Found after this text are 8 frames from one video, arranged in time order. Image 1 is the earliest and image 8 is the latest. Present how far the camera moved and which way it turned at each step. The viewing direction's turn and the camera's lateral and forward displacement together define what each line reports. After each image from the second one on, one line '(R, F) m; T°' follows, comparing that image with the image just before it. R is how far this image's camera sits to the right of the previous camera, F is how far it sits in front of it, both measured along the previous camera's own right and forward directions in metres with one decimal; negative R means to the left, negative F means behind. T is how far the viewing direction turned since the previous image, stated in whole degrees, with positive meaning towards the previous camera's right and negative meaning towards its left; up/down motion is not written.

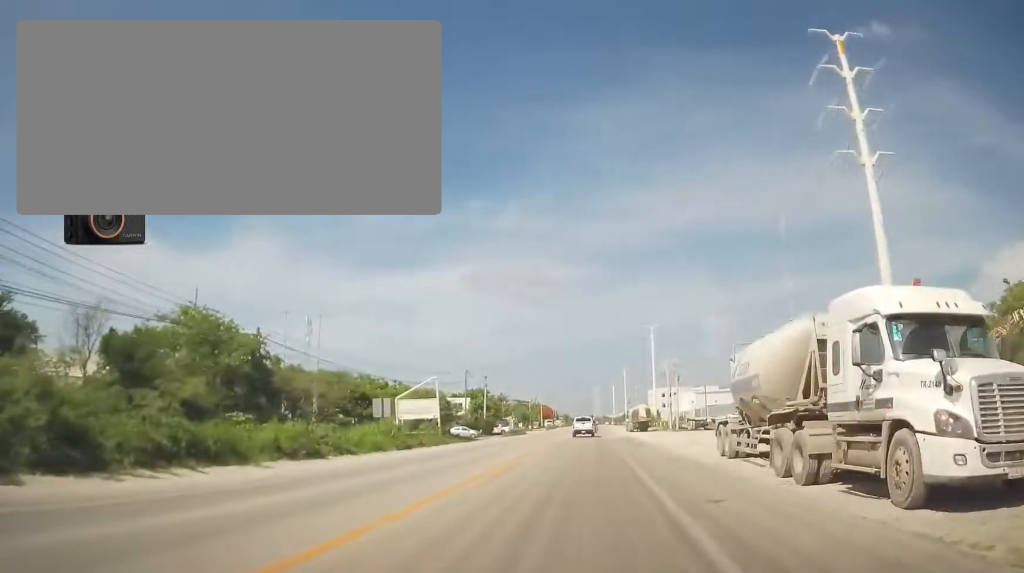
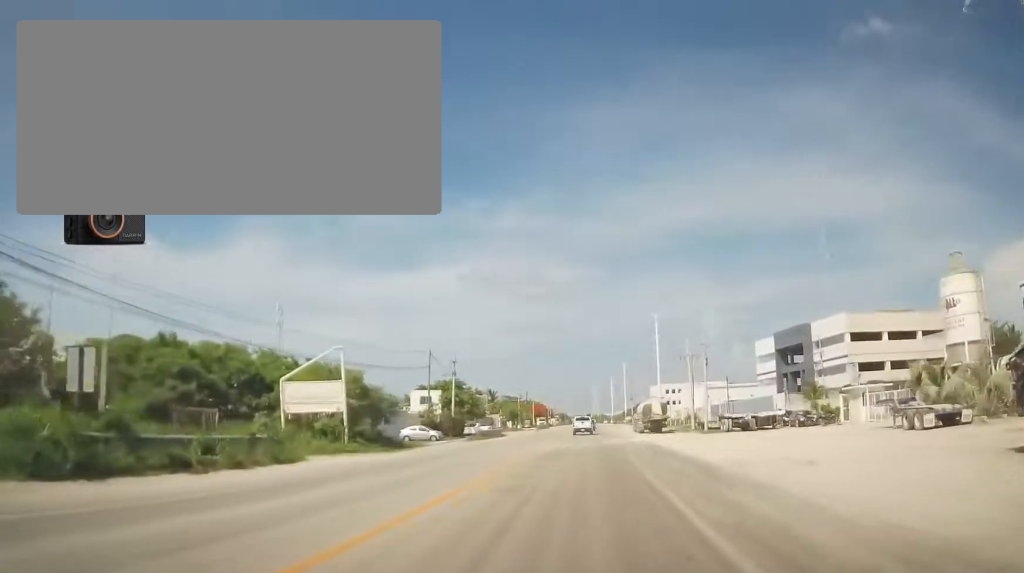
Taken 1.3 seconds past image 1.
(0.0, +19.4) m; +1°
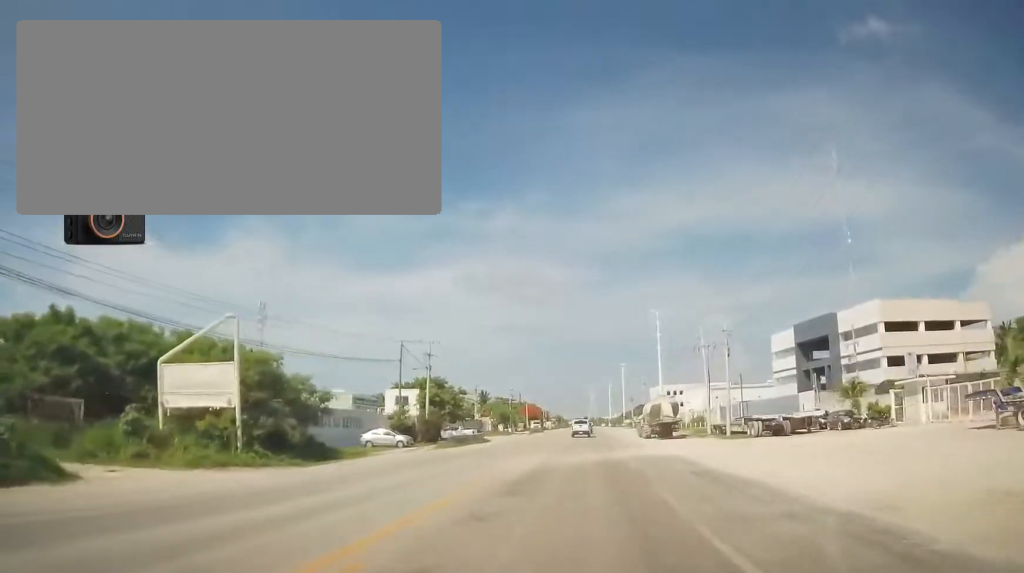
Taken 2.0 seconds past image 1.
(0.0, +9.9) m; +1°
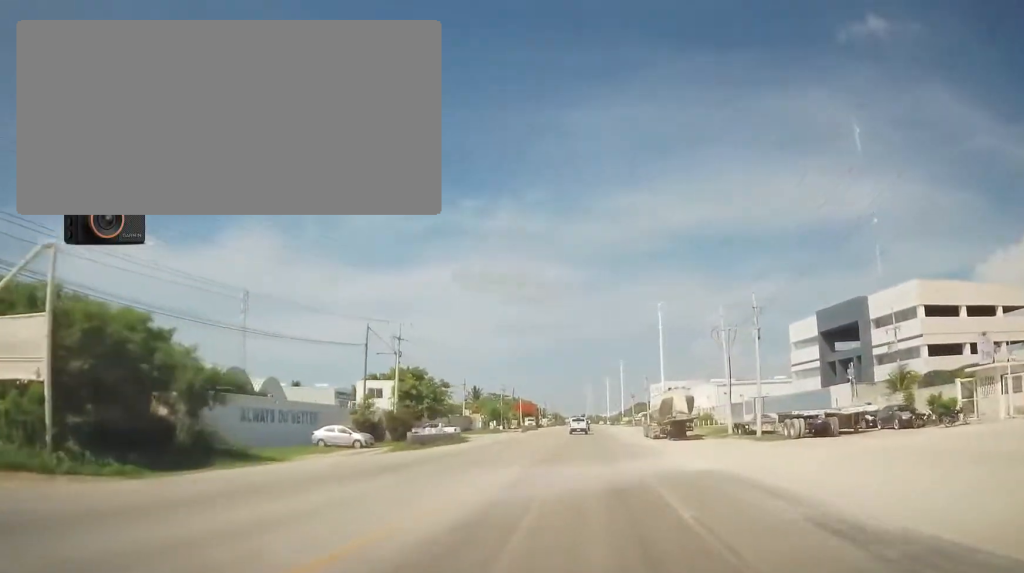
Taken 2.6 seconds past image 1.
(+0.3, +8.9) m; 0°
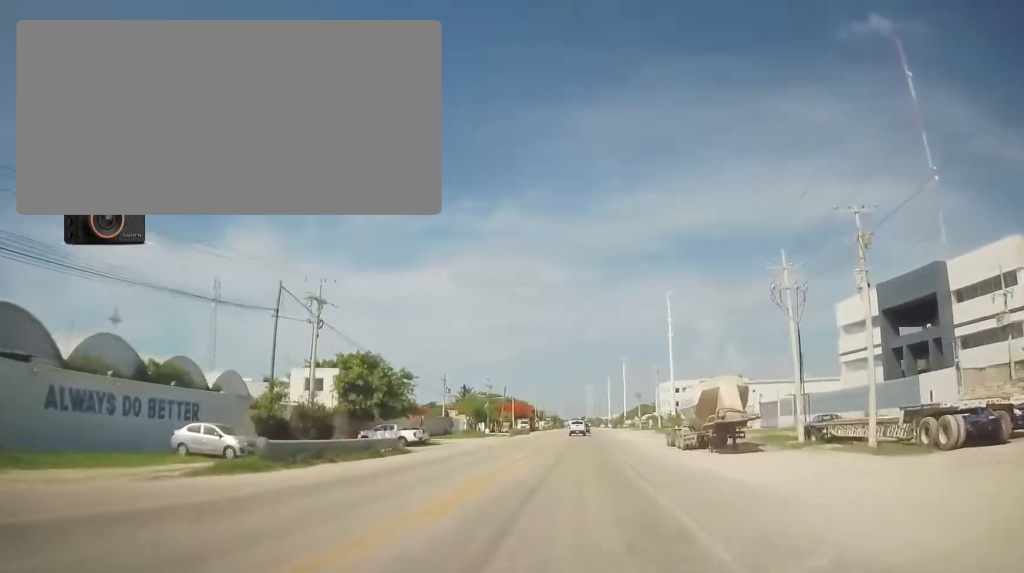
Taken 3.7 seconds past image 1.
(-0.4, +15.4) m; -2°
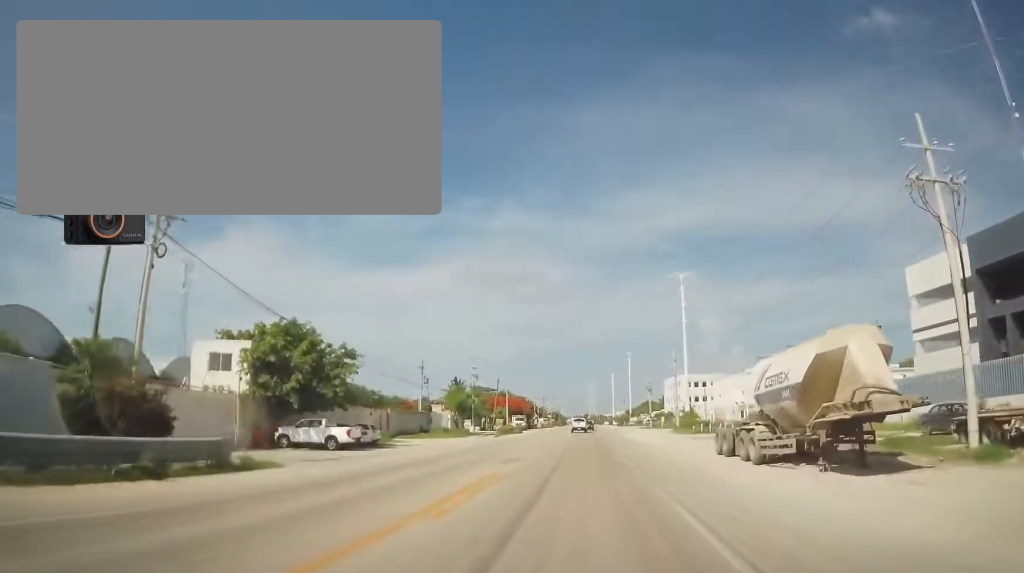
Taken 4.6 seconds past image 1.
(-0.1, +14.2) m; -2°
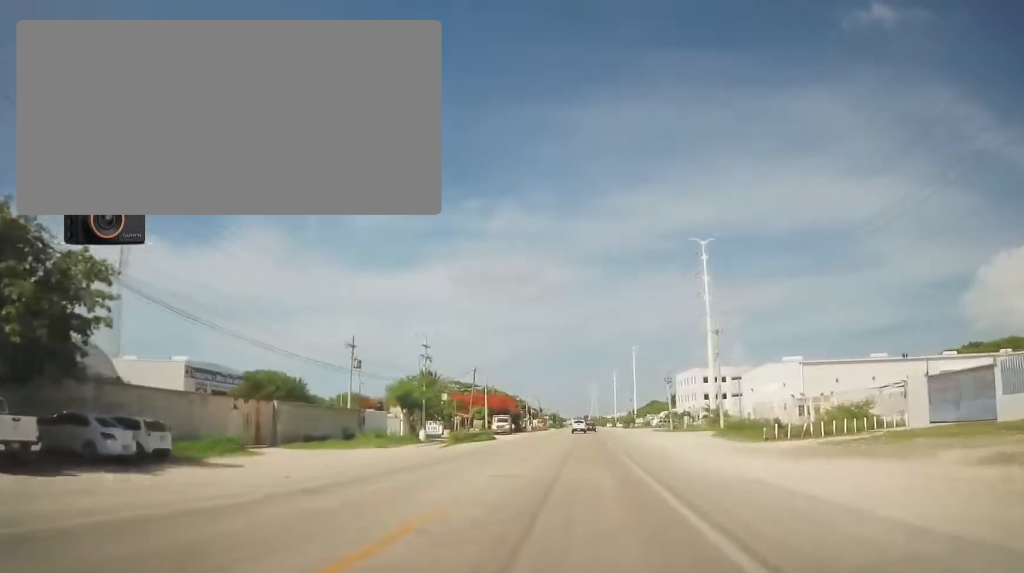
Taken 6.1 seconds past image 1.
(-0.2, +23.3) m; +1°
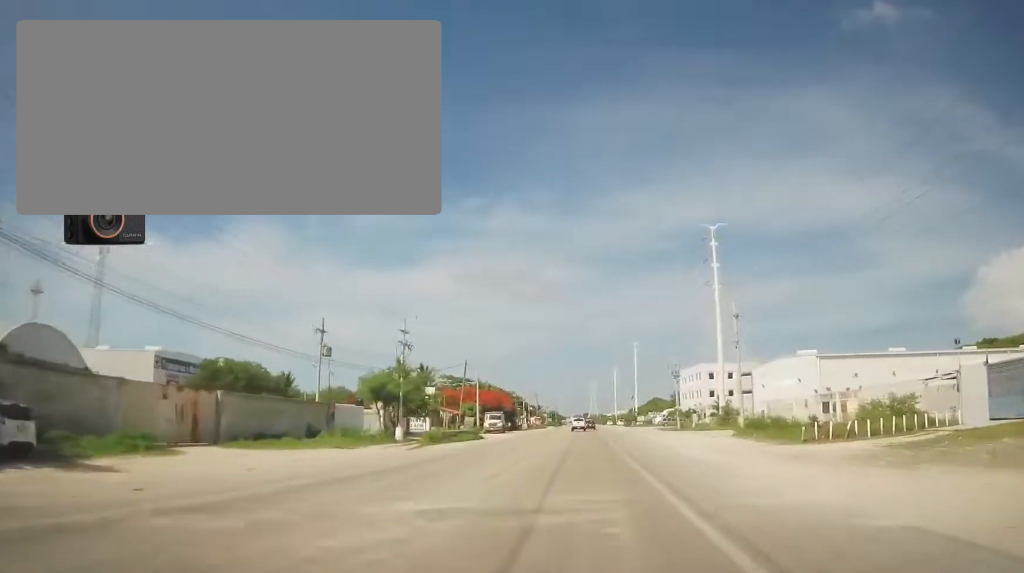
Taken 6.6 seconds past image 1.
(+0.3, +6.7) m; 0°
